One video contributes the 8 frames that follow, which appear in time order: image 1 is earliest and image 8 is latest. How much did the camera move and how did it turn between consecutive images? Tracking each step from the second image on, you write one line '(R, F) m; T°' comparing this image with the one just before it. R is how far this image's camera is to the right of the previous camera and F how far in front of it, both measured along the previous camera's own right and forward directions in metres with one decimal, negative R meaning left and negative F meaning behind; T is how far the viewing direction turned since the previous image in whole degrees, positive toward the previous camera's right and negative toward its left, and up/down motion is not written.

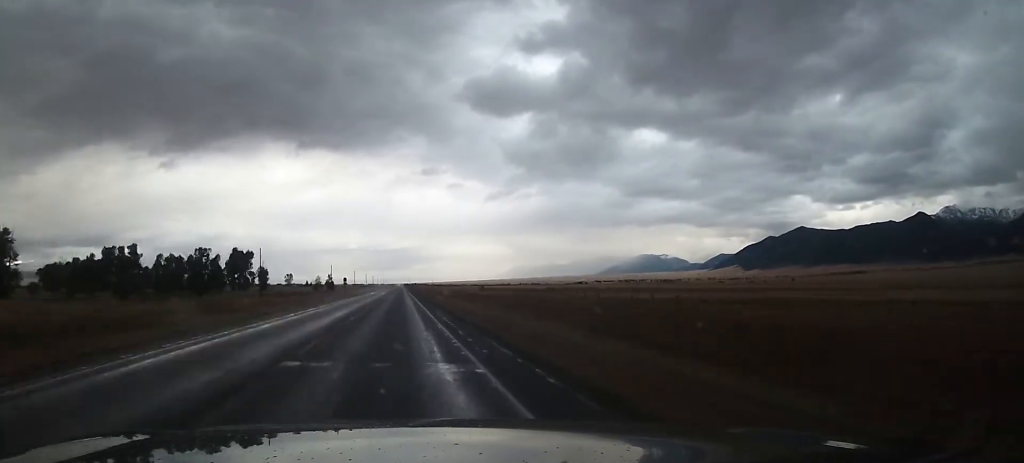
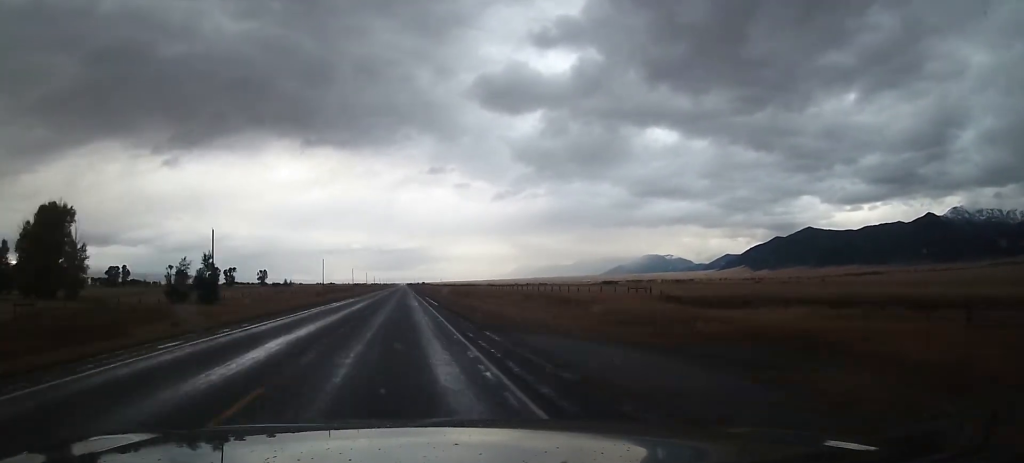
(+0.2, +116.4) m; 0°
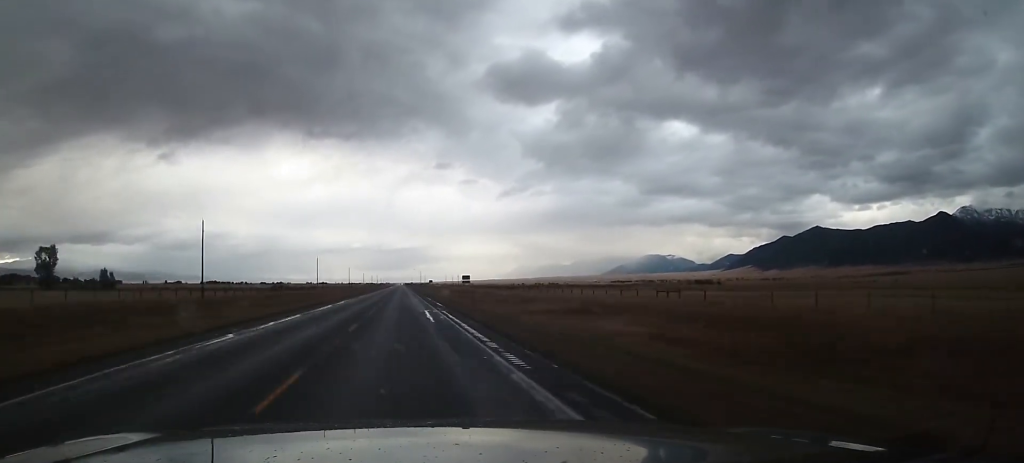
(+0.1, +292.0) m; 0°
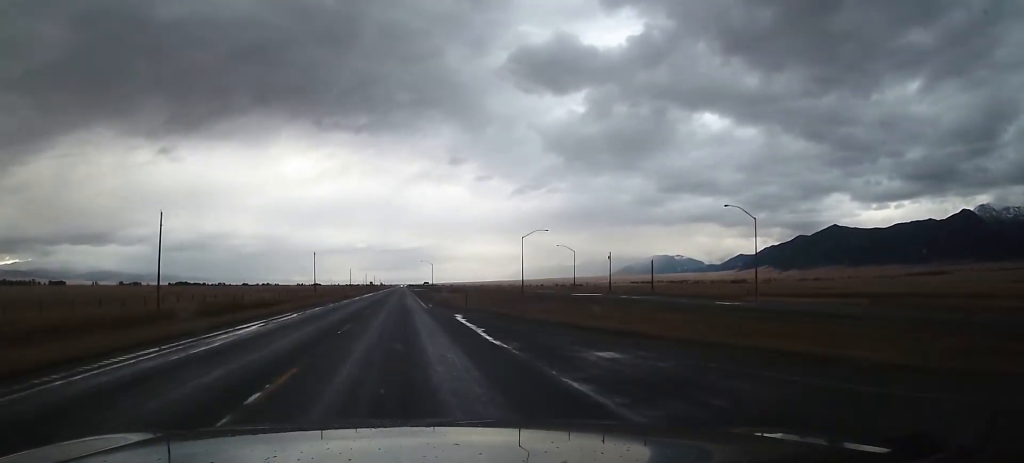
(-2.2, +373.5) m; 0°
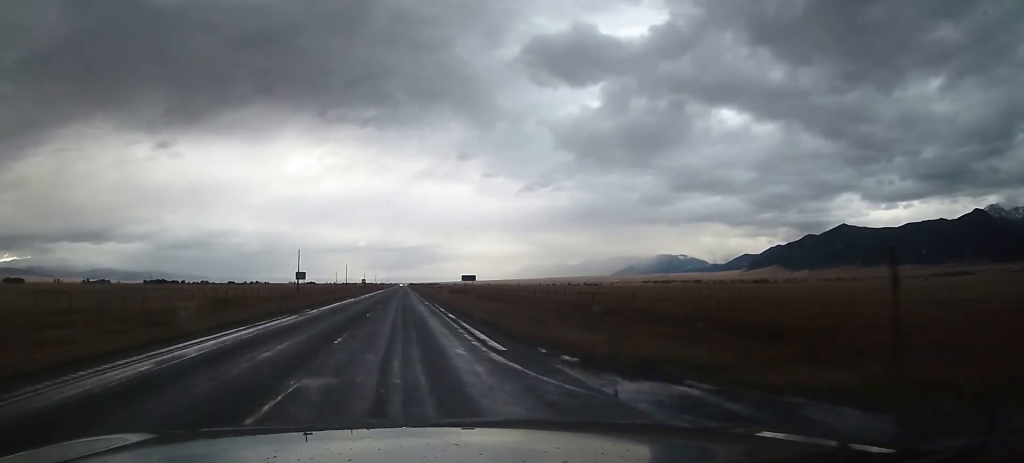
(-1.2, +217.9) m; 0°
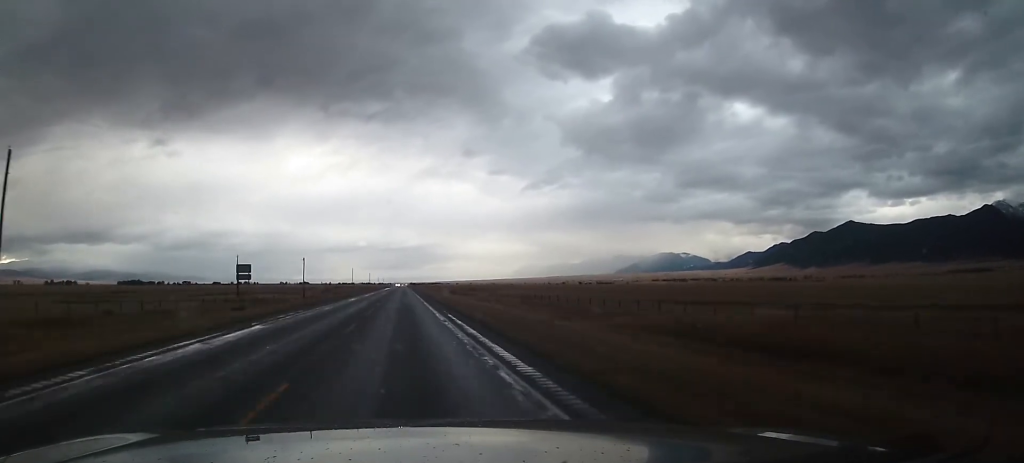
(+1.7, +184.2) m; 0°
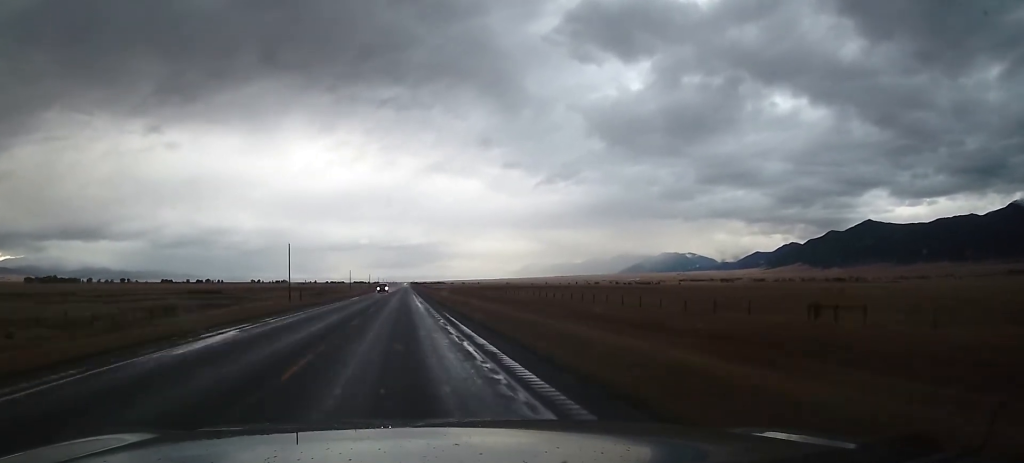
(+0.2, +450.2) m; 0°
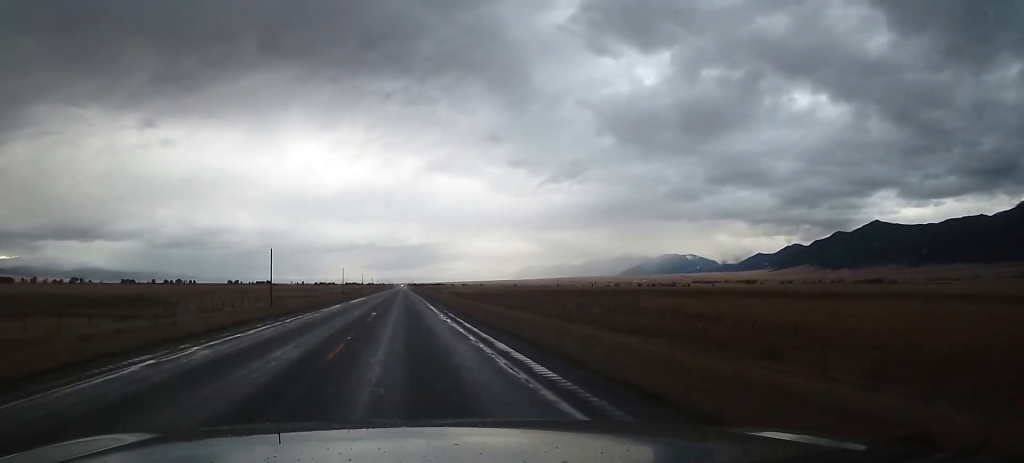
(+0.4, +226.2) m; 0°
